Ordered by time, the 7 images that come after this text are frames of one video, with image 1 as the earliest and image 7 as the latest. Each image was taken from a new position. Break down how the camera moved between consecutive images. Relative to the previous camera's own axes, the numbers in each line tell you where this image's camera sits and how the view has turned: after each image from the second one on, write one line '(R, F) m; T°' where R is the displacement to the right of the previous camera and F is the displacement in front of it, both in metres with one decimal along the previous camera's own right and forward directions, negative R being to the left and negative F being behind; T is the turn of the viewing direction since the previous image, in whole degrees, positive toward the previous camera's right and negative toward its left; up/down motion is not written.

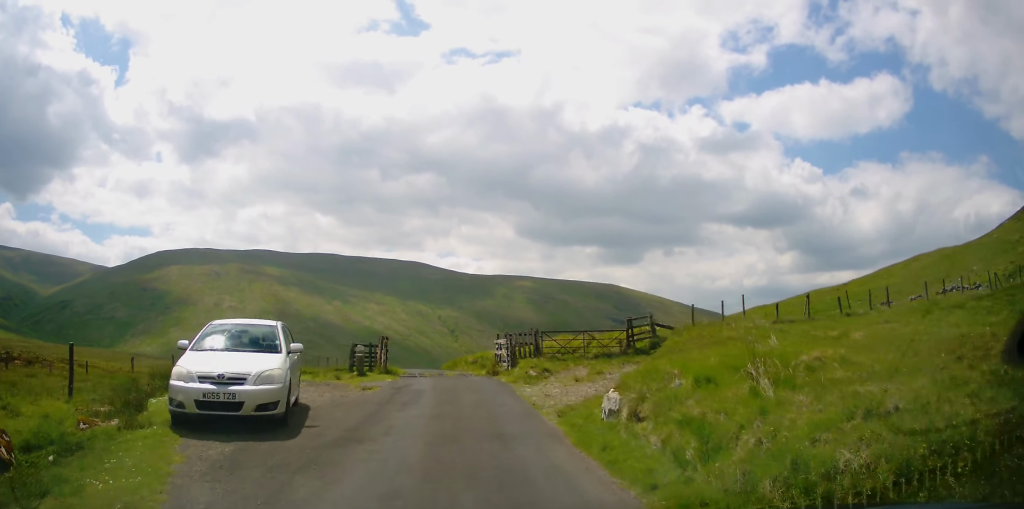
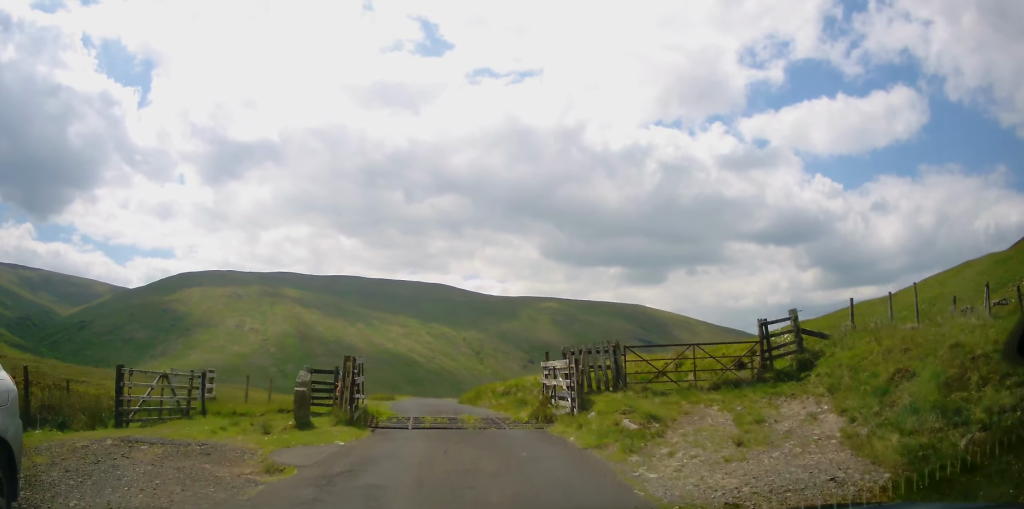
(-0.2, +7.3) m; -1°
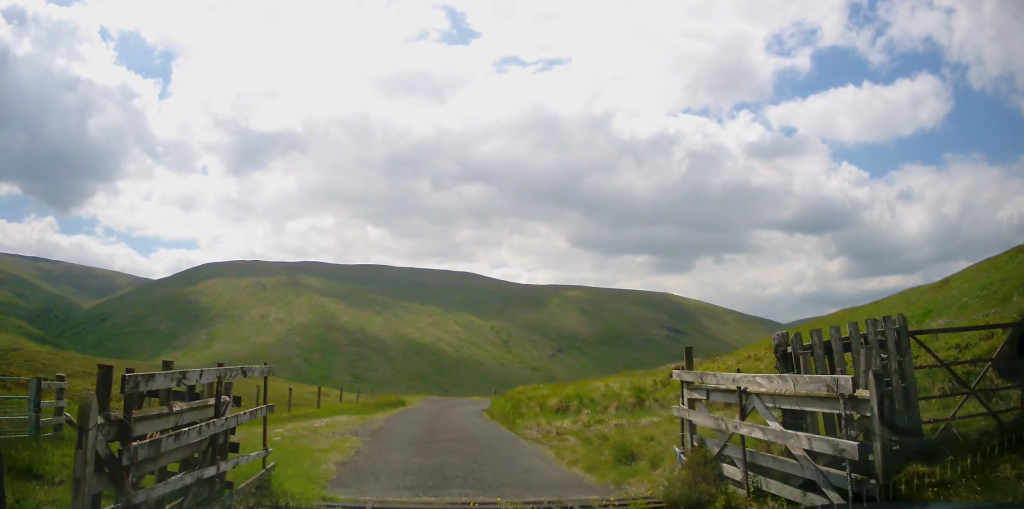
(+0.3, +8.3) m; +6°
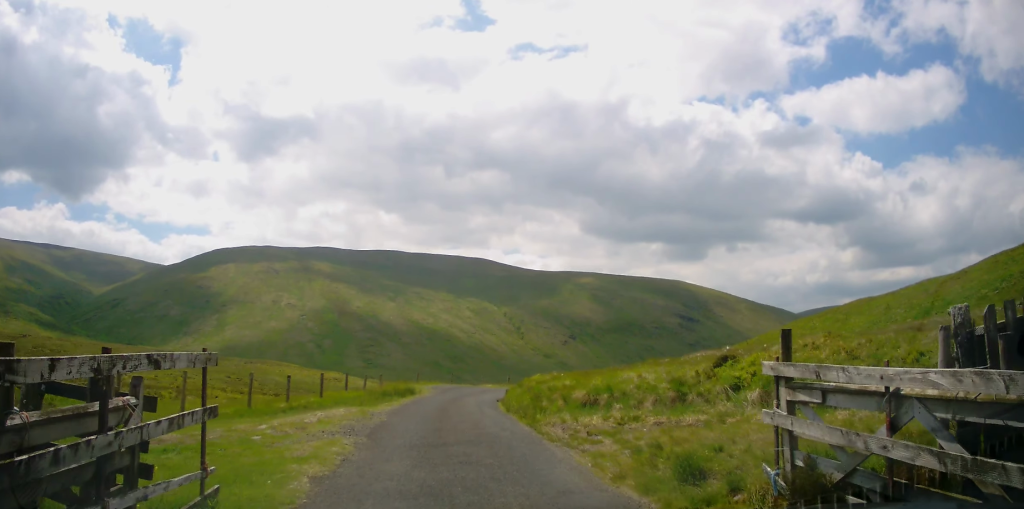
(+0.2, +2.1) m; 0°
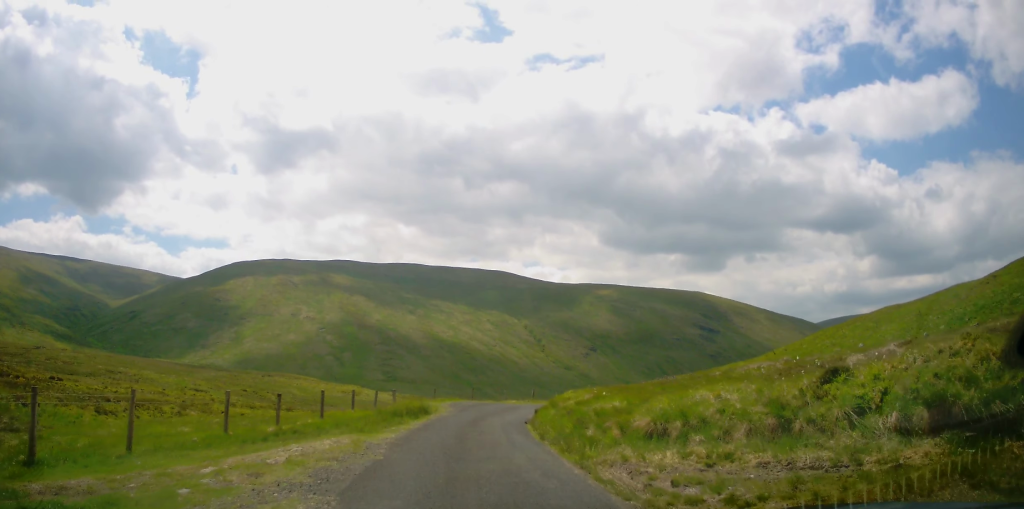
(-0.4, +3.4) m; -11°
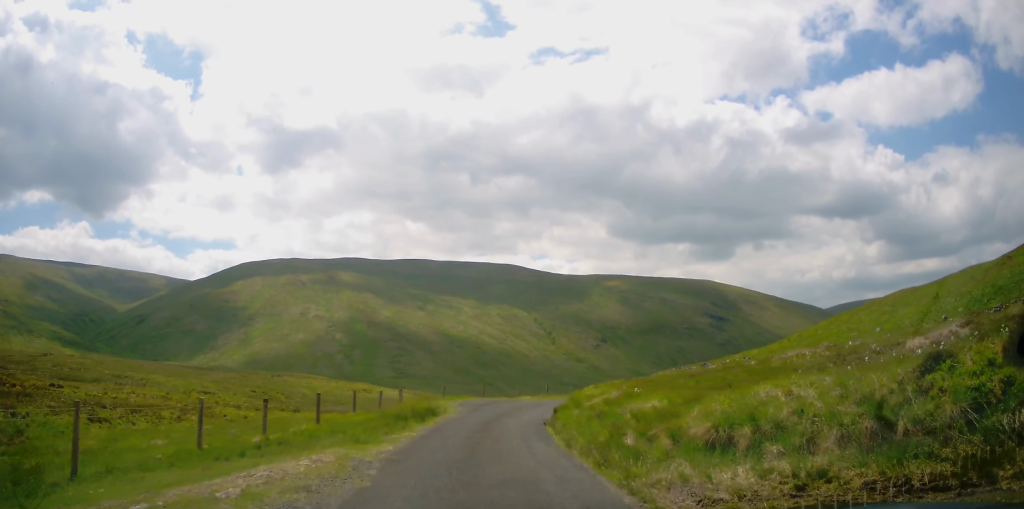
(-0.1, +2.0) m; -2°
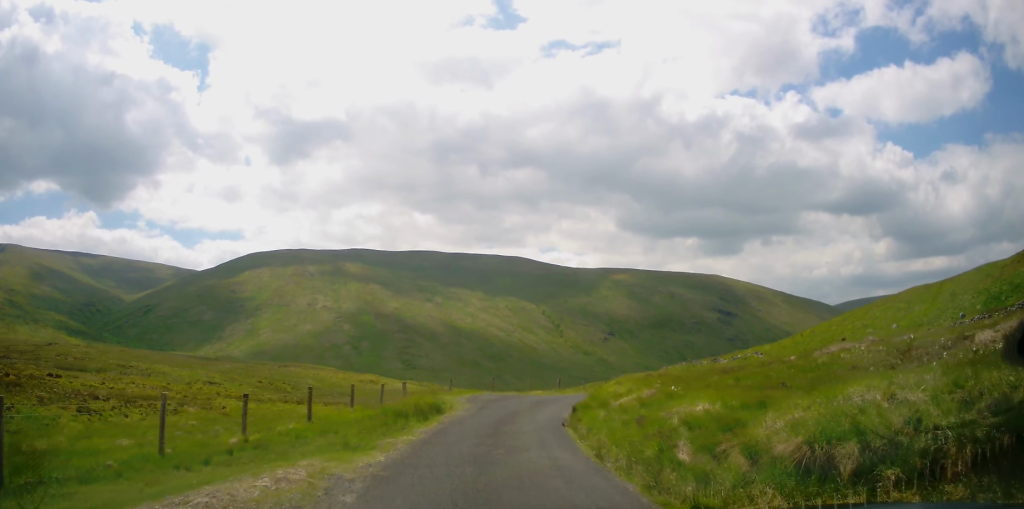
(0.0, +1.9) m; 0°
